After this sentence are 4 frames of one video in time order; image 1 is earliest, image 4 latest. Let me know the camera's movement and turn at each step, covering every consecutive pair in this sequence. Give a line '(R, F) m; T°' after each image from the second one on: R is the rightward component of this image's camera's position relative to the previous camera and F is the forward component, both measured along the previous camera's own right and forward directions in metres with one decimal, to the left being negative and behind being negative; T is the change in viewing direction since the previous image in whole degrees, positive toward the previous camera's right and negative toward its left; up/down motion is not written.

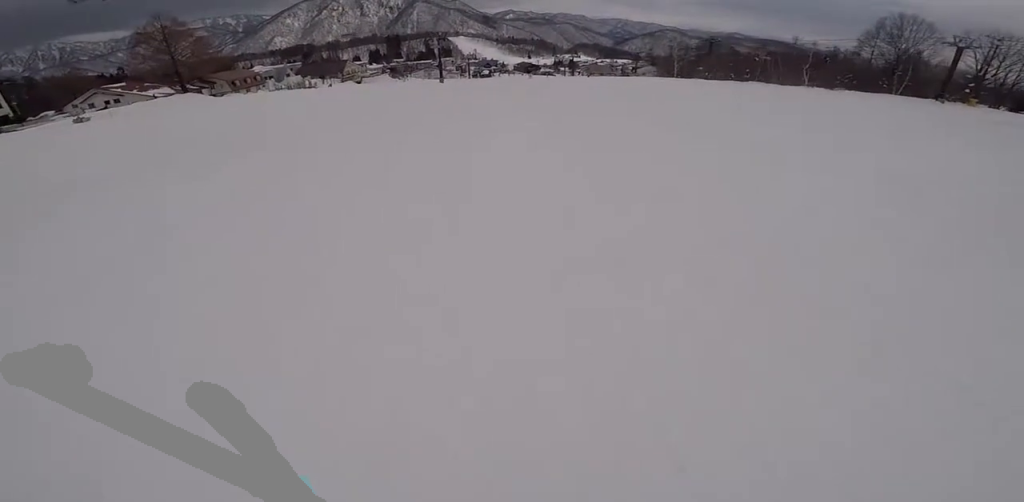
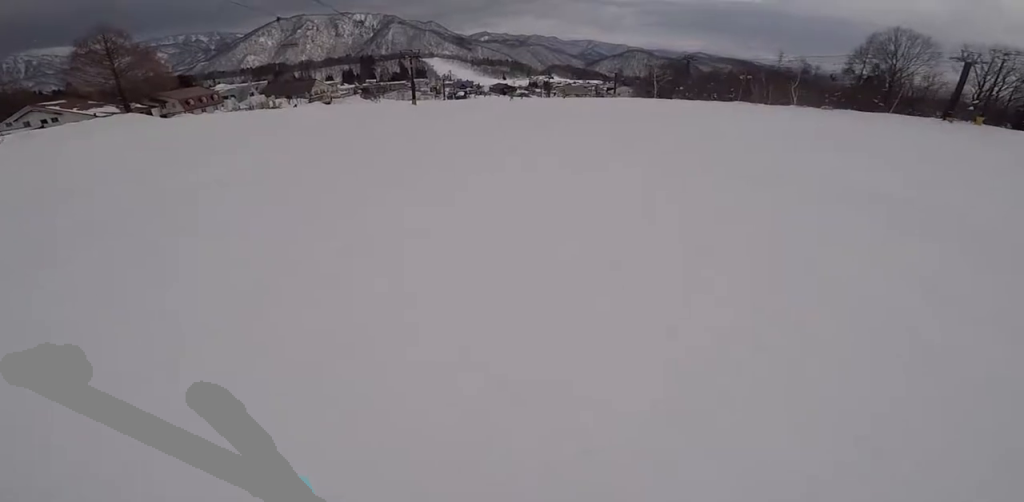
(-0.6, +7.0) m; 0°
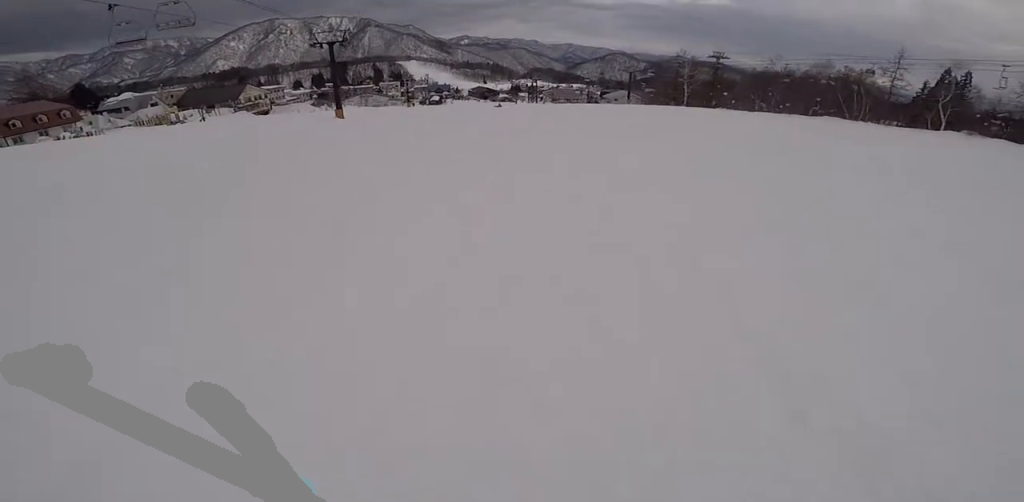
(+1.0, +31.0) m; +6°
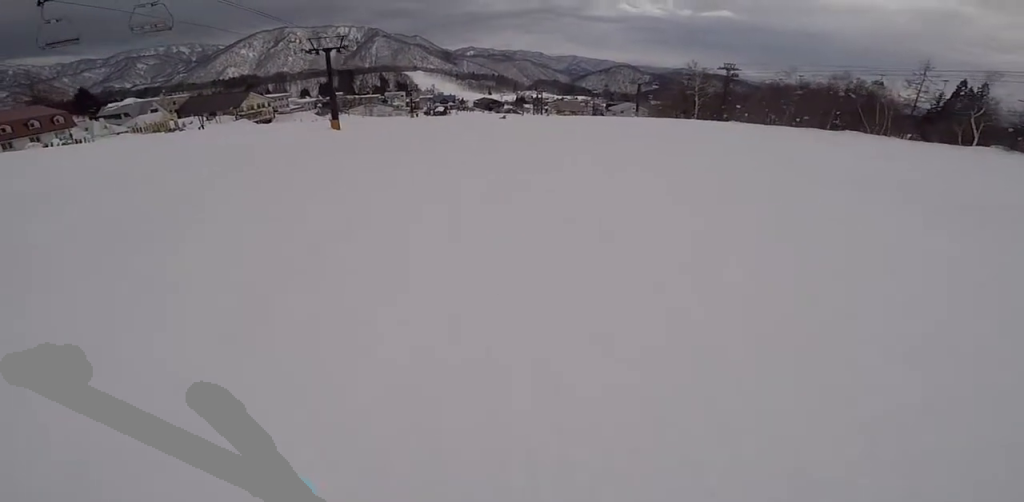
(0.0, +3.5) m; 0°
